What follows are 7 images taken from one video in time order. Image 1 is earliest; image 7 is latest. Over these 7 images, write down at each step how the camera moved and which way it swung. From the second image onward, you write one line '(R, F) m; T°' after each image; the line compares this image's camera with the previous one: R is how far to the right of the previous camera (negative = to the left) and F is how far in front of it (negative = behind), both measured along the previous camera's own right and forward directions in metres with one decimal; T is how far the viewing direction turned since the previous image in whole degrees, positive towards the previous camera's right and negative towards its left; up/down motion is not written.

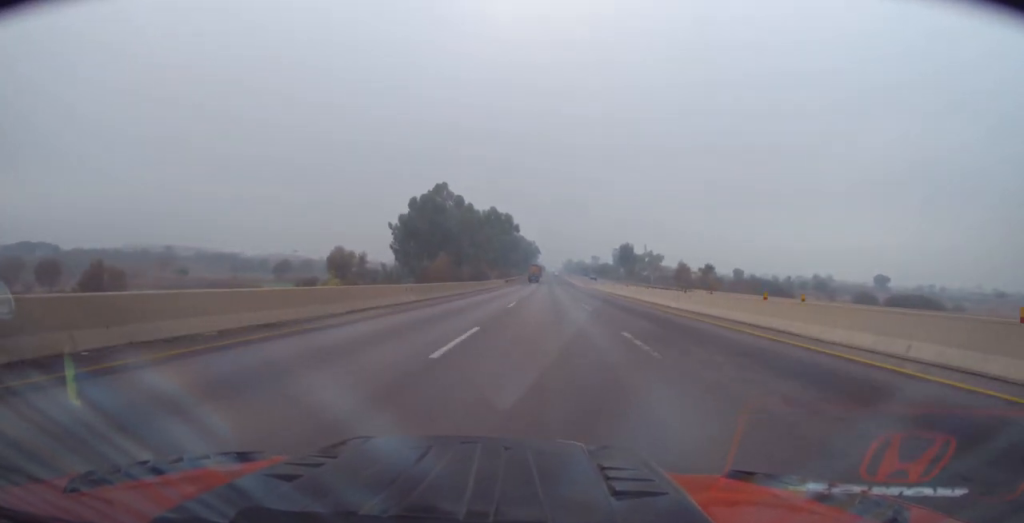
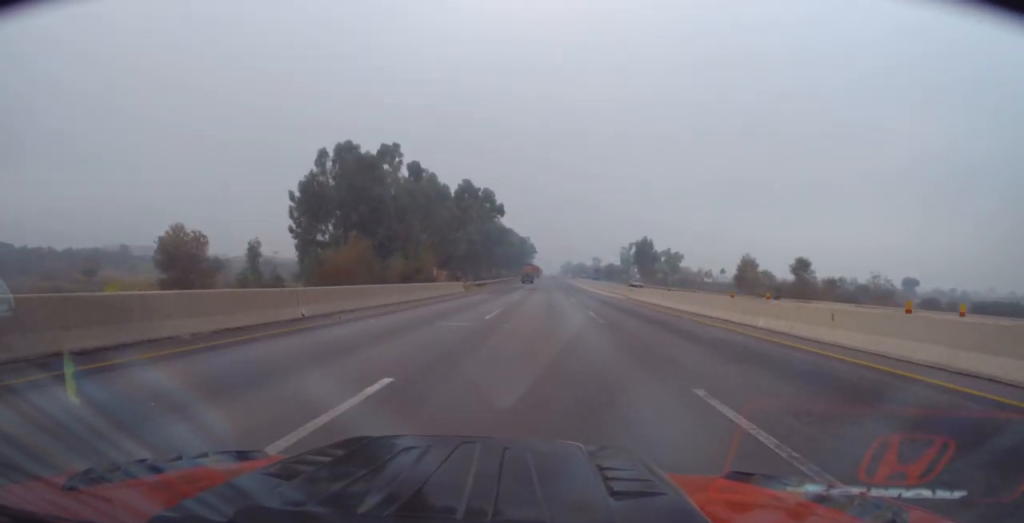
(+0.3, +44.0) m; +1°
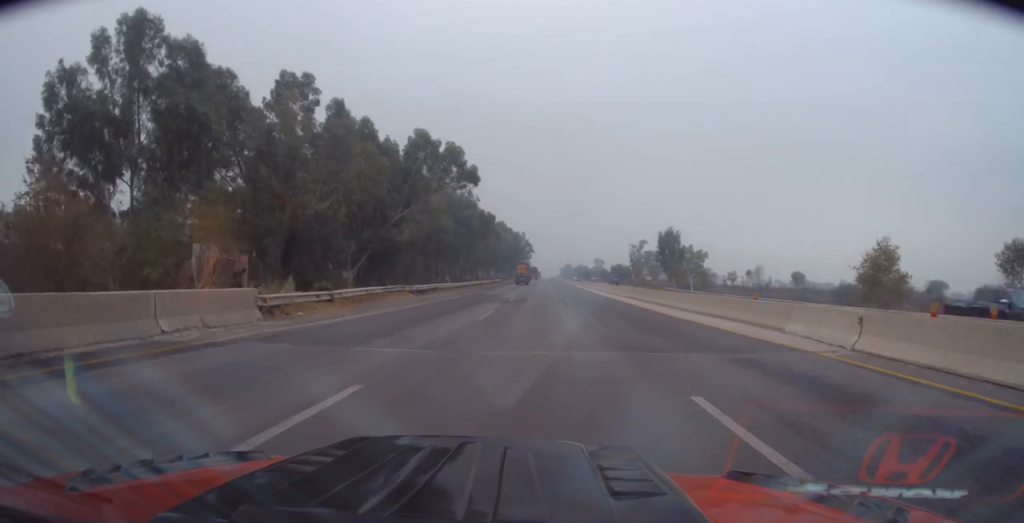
(-0.3, +36.6) m; -2°
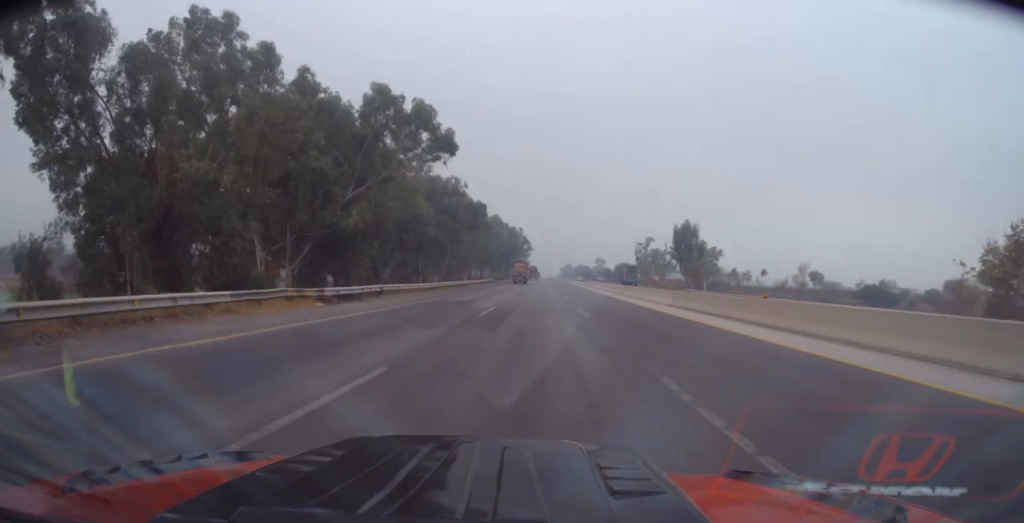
(-0.5, +16.4) m; -1°
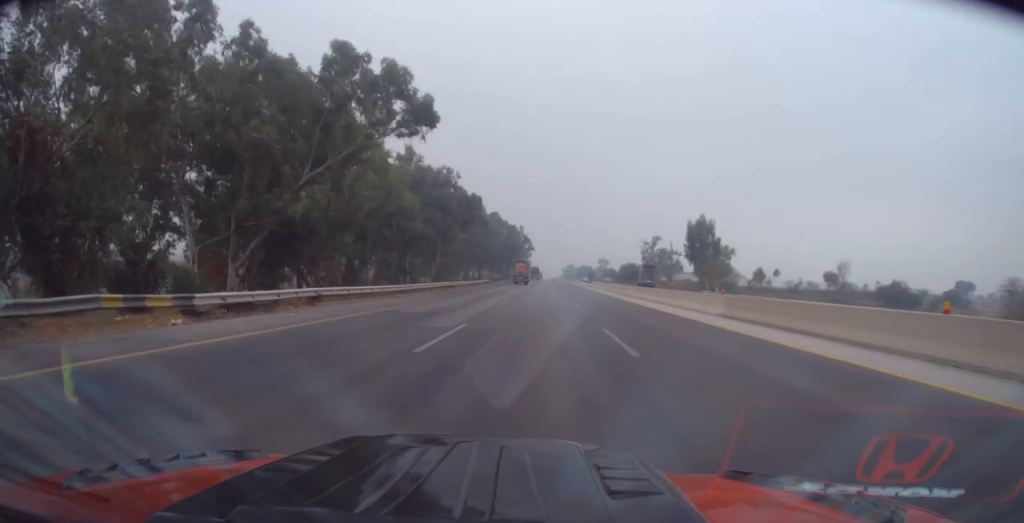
(0.0, +9.9) m; 0°
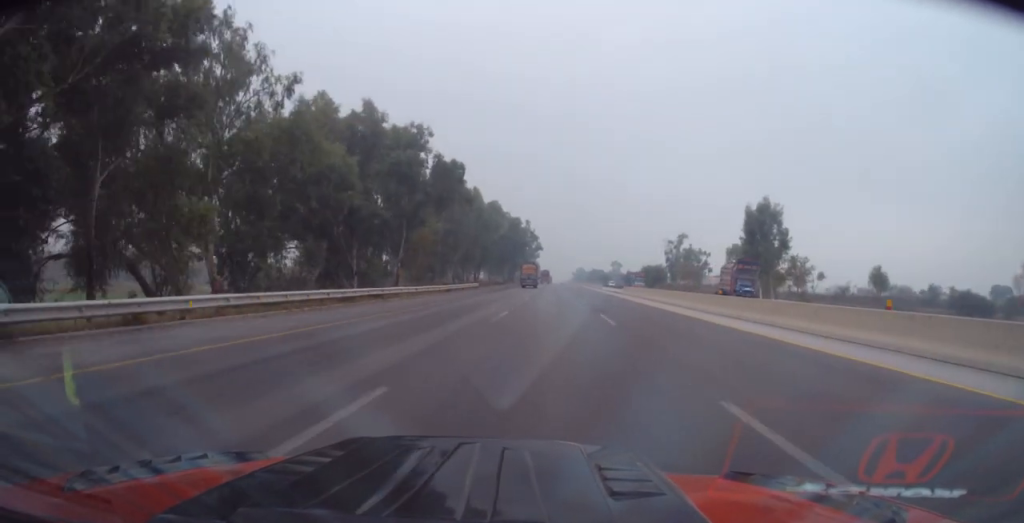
(+0.4, +27.3) m; +1°
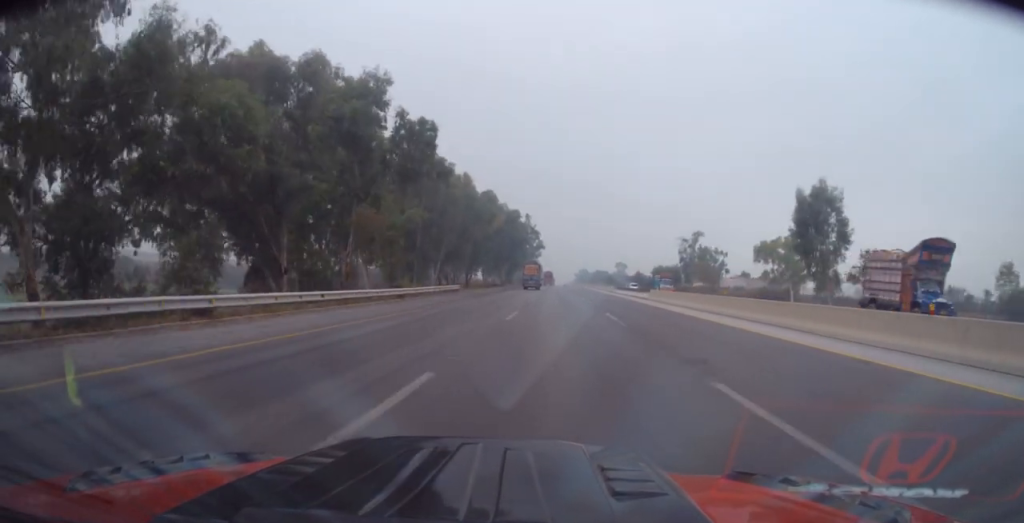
(0.0, +16.7) m; 0°
